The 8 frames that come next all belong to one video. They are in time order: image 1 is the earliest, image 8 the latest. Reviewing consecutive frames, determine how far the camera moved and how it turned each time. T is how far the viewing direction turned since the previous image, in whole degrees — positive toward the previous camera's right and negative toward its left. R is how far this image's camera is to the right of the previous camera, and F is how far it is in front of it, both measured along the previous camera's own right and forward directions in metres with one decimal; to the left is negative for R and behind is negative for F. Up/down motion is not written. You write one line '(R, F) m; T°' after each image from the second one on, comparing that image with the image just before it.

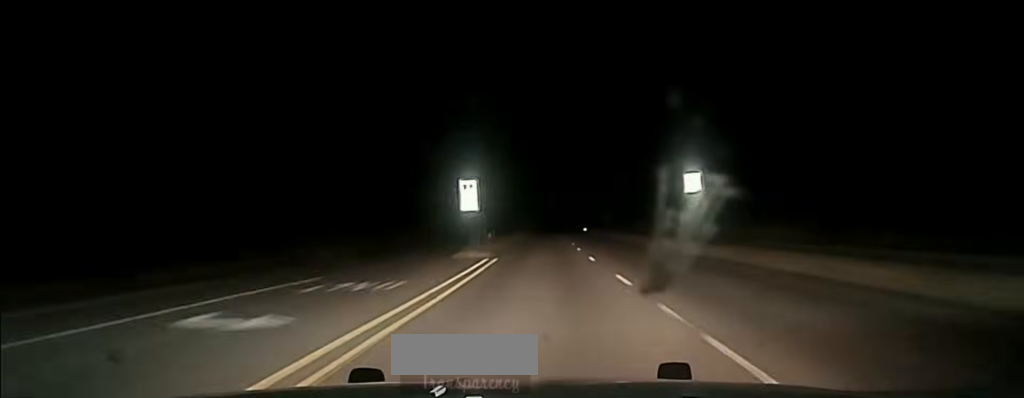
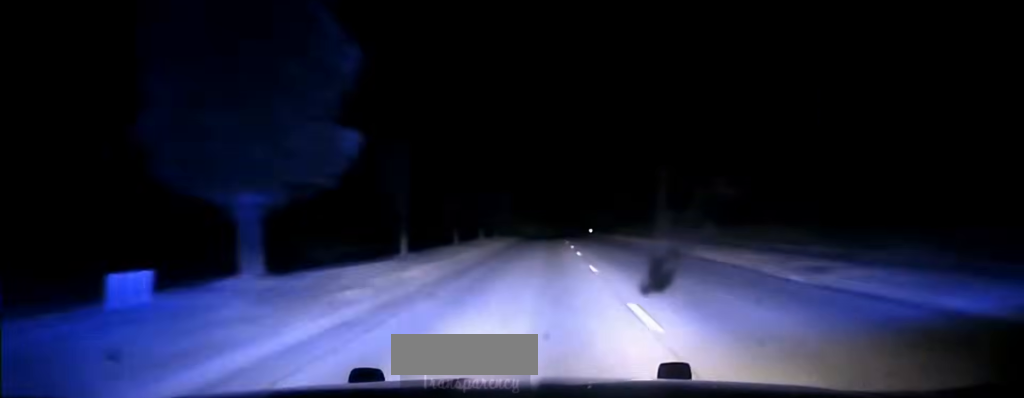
(+0.1, +51.7) m; 0°
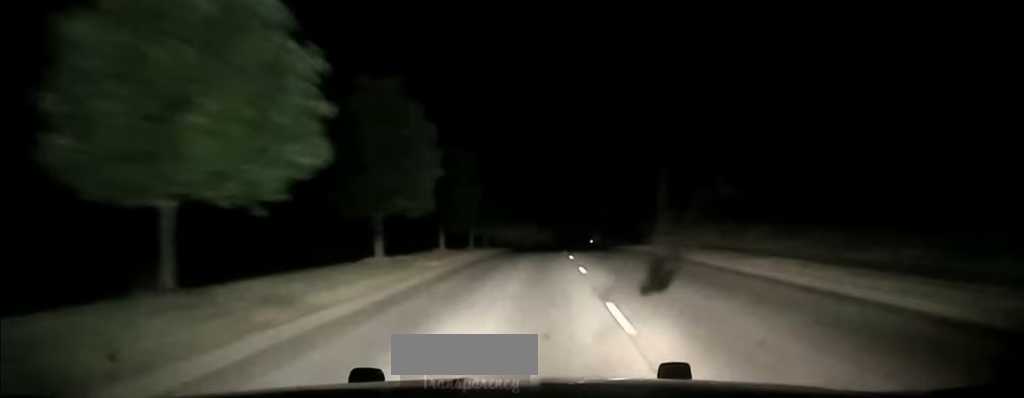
(0.0, +39.5) m; 0°
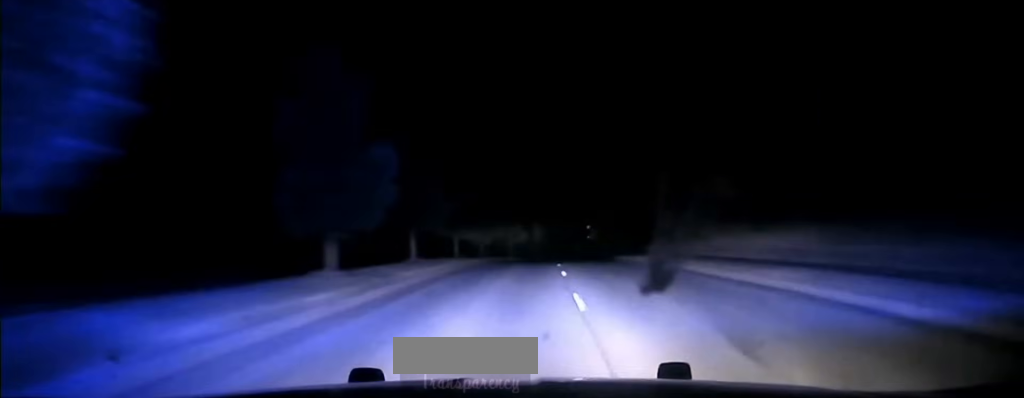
(+0.1, +31.1) m; +1°
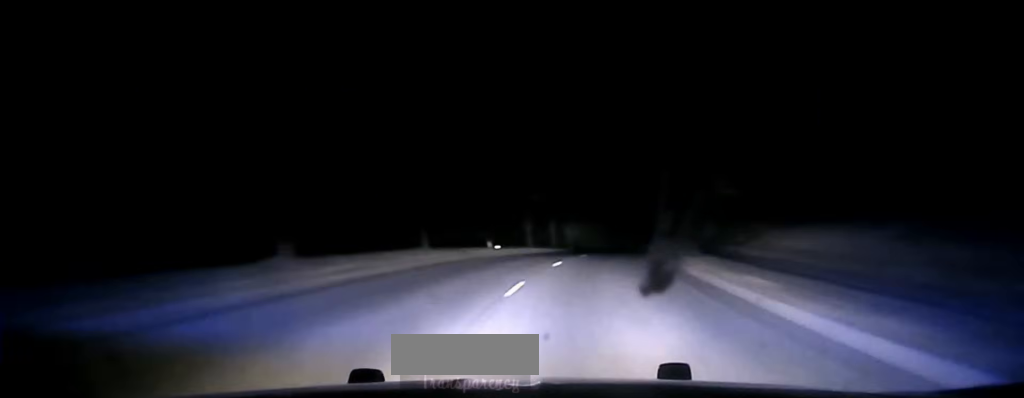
(+0.7, +57.5) m; +2°
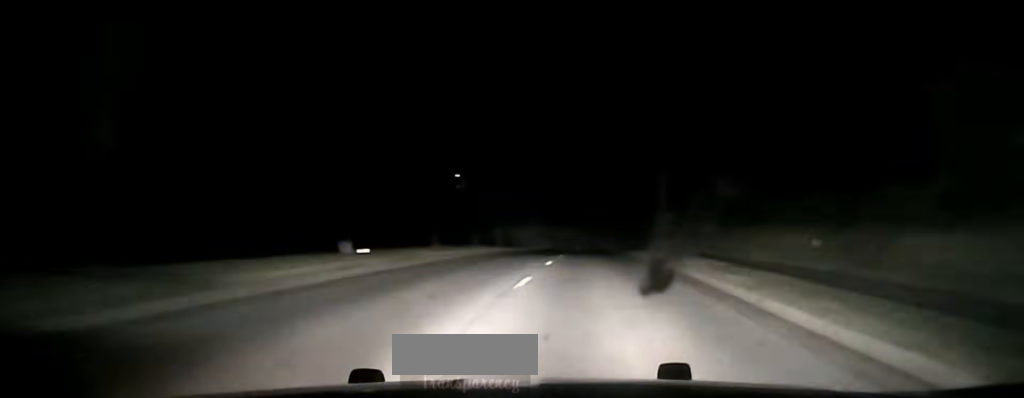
(-0.2, +25.9) m; +2°
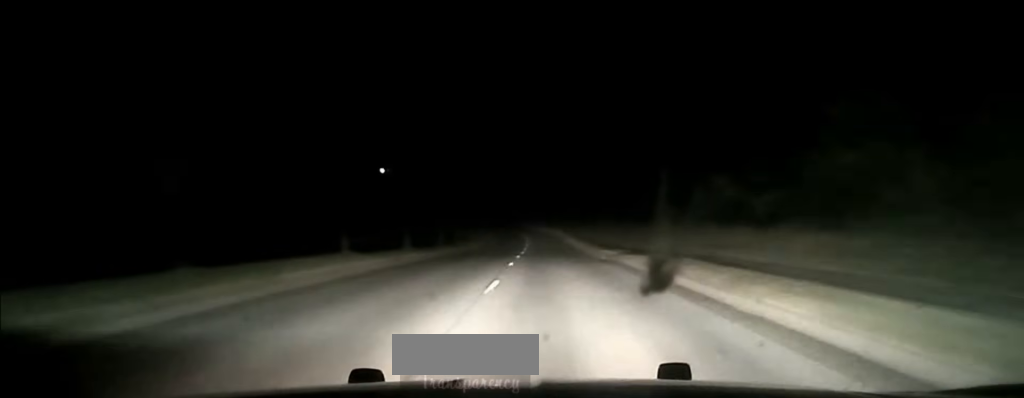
(+1.4, +30.1) m; +3°
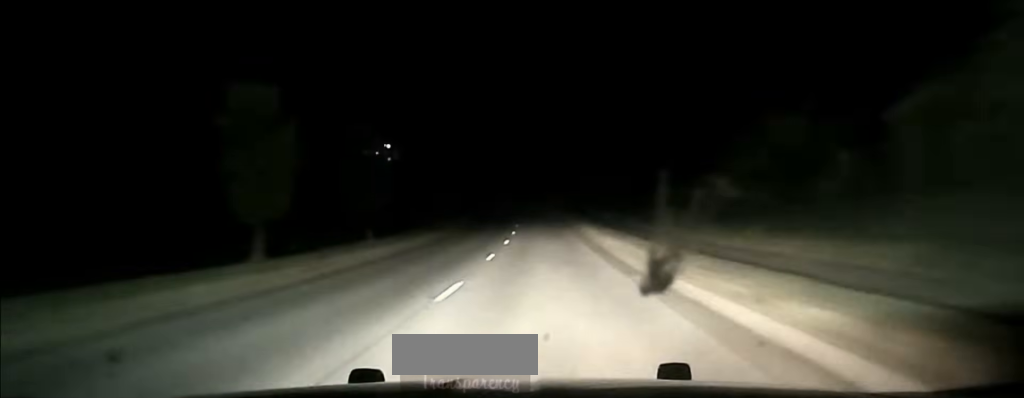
(+1.5, +44.1) m; +3°
